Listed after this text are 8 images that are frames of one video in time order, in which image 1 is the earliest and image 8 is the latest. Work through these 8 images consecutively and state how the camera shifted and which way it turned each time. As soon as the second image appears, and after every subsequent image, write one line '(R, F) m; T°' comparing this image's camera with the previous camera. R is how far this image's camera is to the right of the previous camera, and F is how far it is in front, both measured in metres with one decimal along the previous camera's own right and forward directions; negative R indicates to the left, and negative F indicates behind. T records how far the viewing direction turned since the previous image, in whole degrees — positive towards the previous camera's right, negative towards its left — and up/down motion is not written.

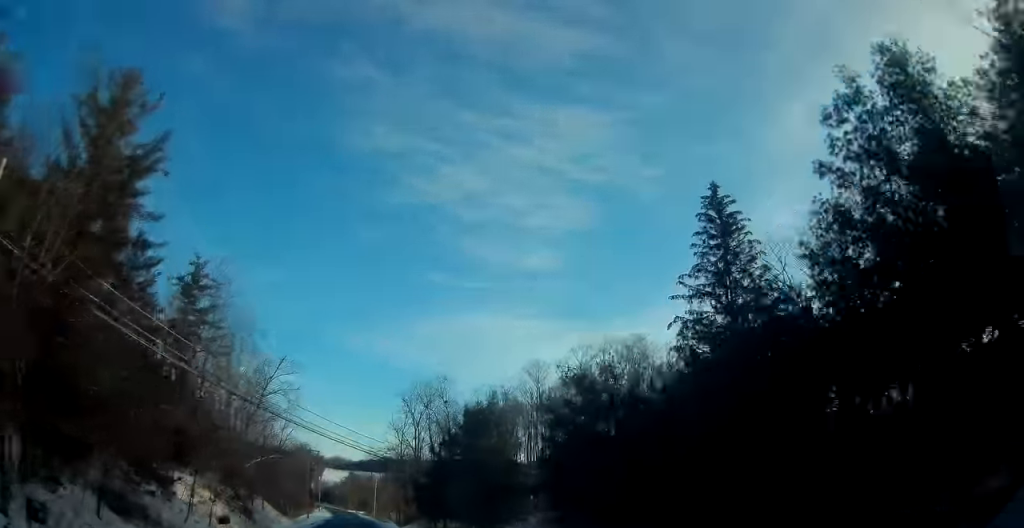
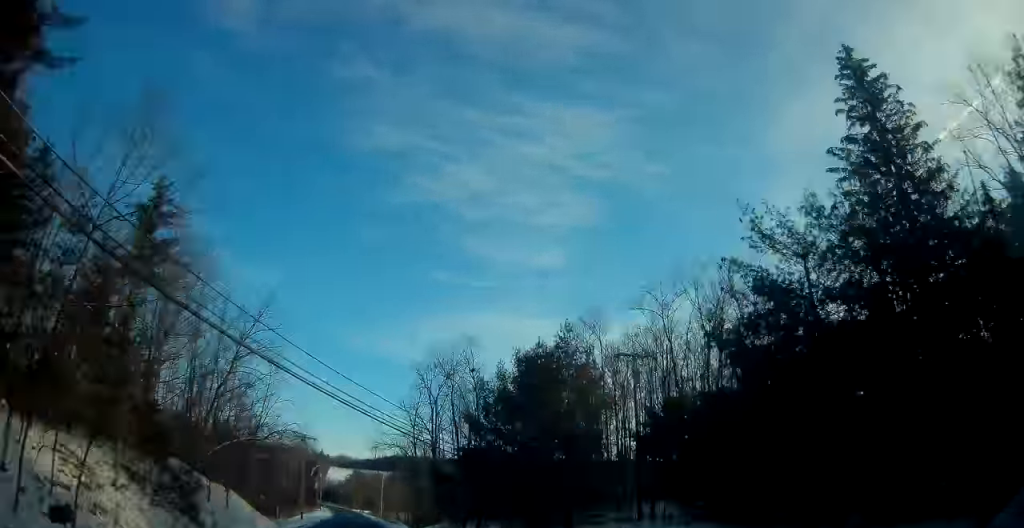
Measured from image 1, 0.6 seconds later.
(-0.1, +15.2) m; 0°
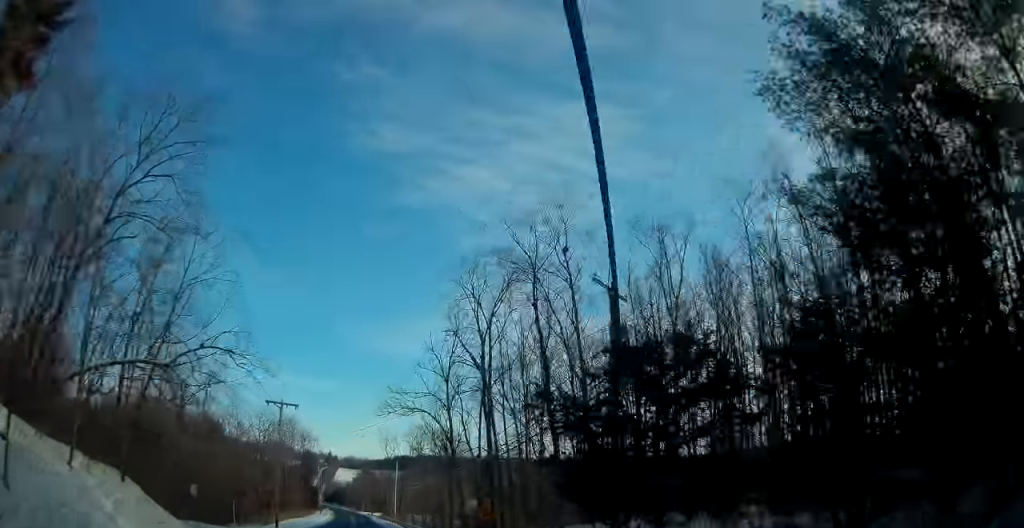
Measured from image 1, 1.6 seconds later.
(0.0, +26.2) m; 0°
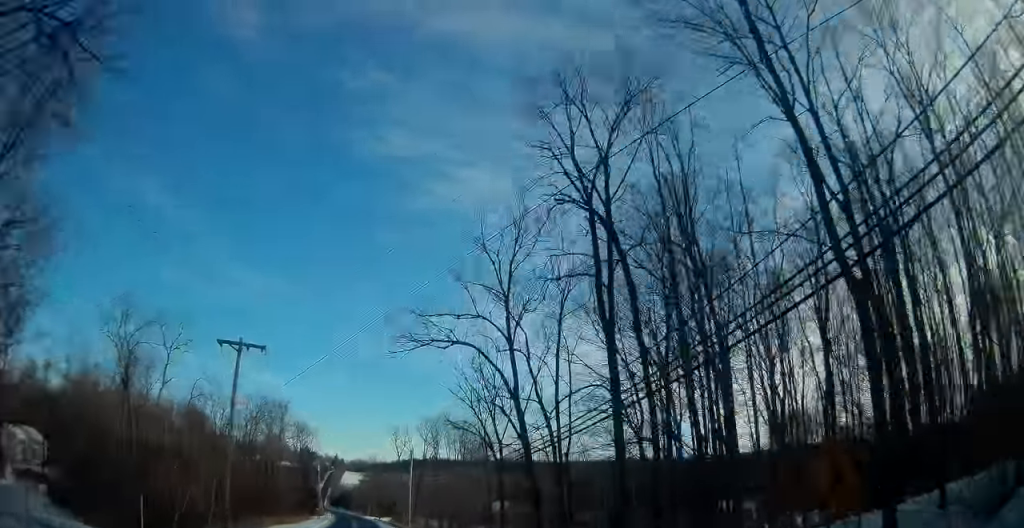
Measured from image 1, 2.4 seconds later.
(0.0, +19.5) m; -1°
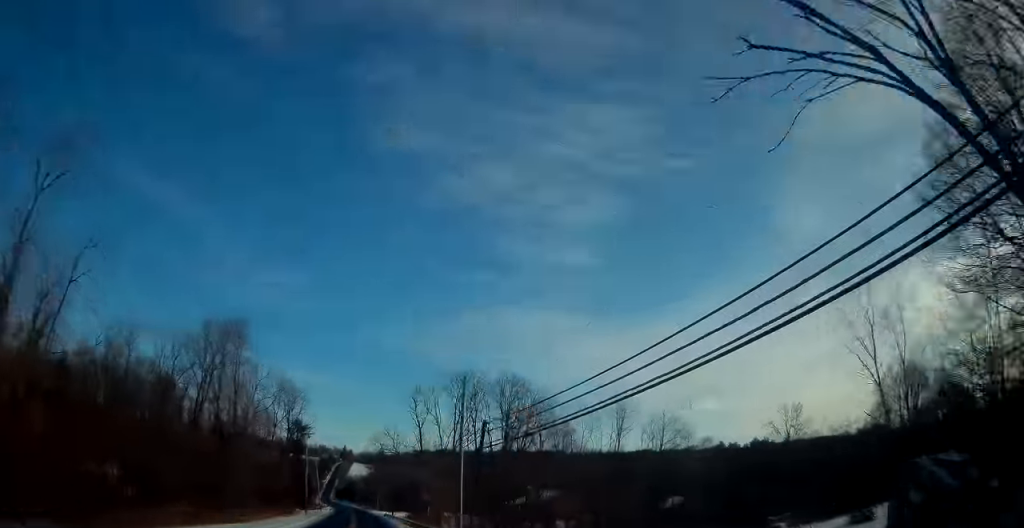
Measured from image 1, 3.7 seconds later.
(-0.4, +33.1) m; -2°
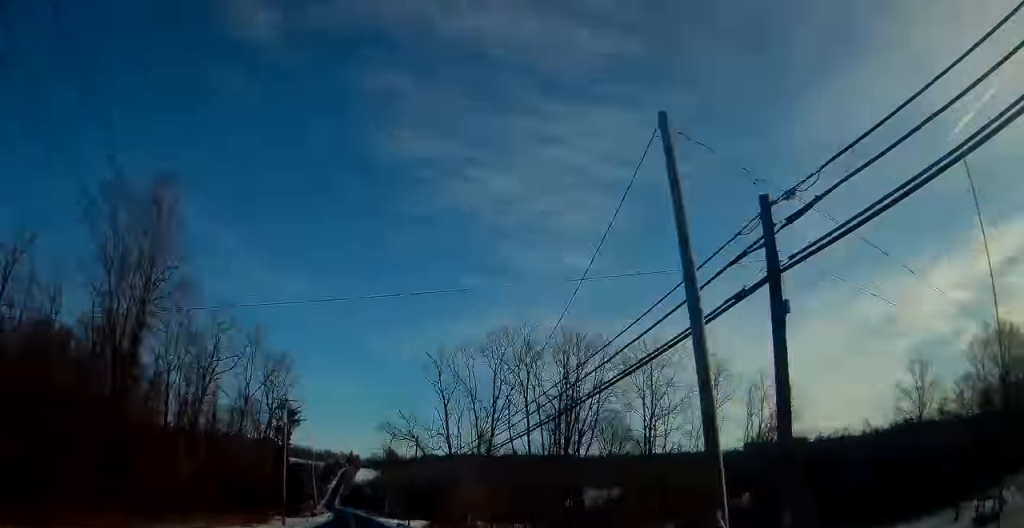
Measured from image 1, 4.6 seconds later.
(-0.5, +23.8) m; 0°
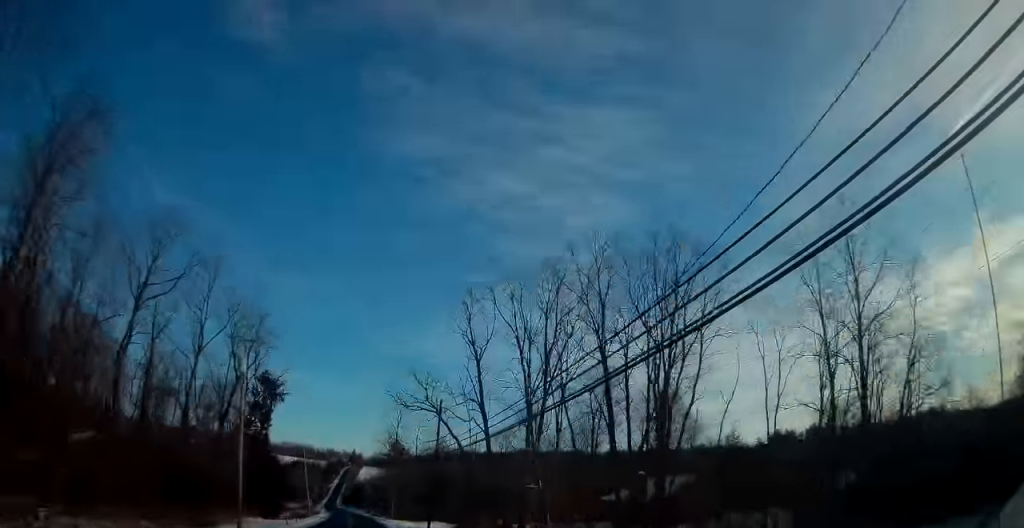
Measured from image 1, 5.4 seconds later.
(+0.1, +18.6) m; 0°
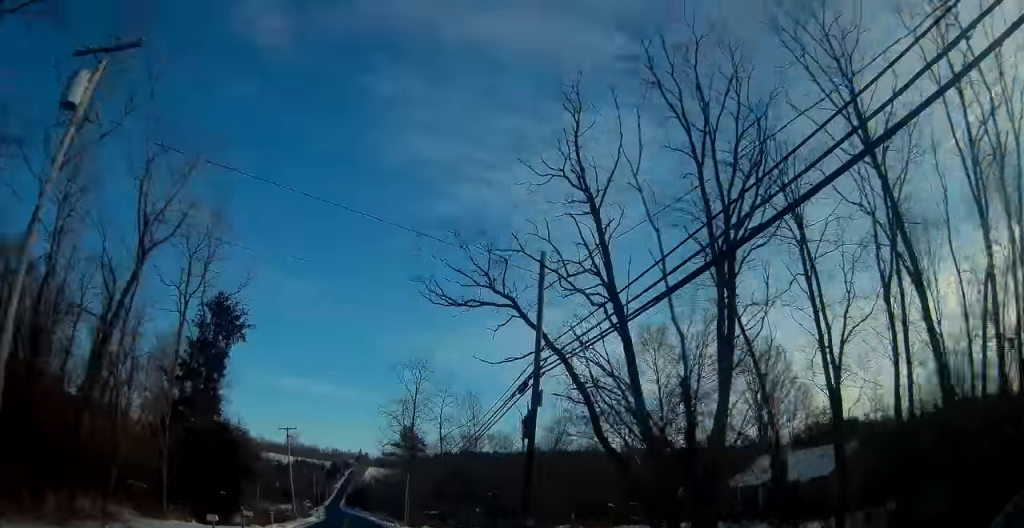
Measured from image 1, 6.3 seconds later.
(-0.2, +24.6) m; -1°
